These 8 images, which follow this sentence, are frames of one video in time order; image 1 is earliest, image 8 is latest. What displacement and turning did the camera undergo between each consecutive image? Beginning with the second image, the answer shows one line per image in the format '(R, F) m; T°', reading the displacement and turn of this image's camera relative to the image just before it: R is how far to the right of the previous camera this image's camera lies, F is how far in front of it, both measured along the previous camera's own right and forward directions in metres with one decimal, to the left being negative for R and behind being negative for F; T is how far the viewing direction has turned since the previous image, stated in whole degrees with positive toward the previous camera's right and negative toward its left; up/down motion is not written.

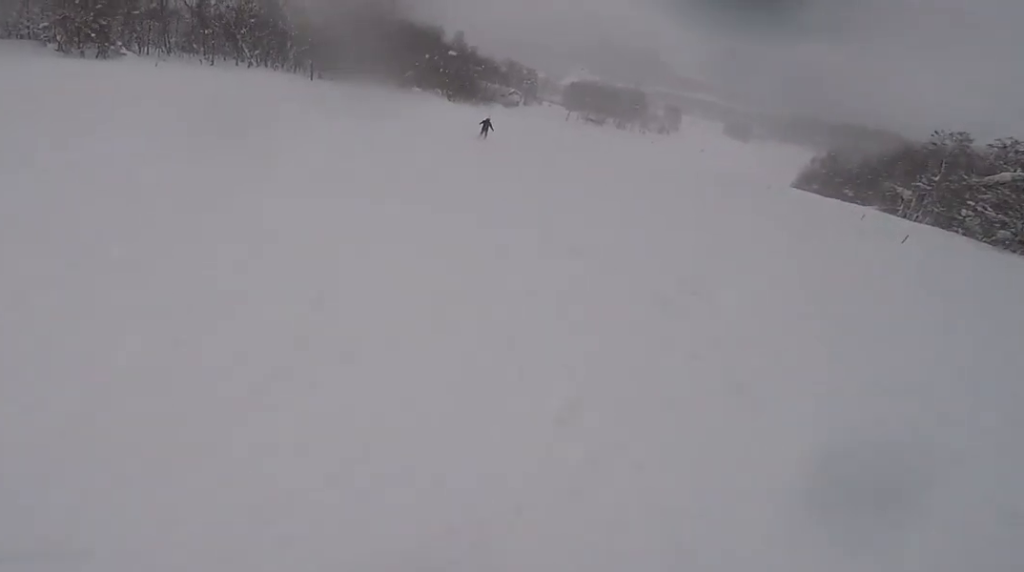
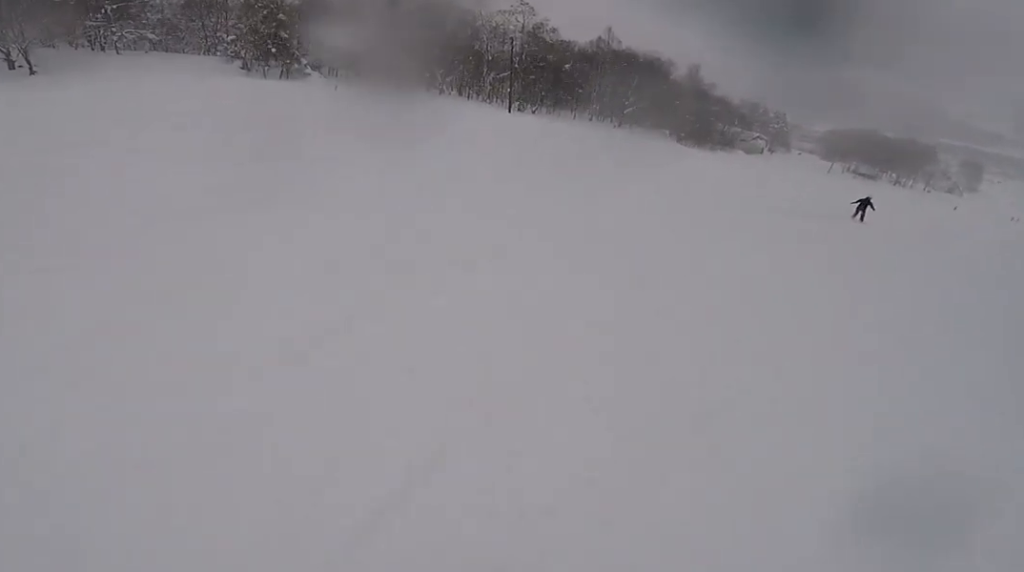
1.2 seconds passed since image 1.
(-2.5, +12.1) m; -16°
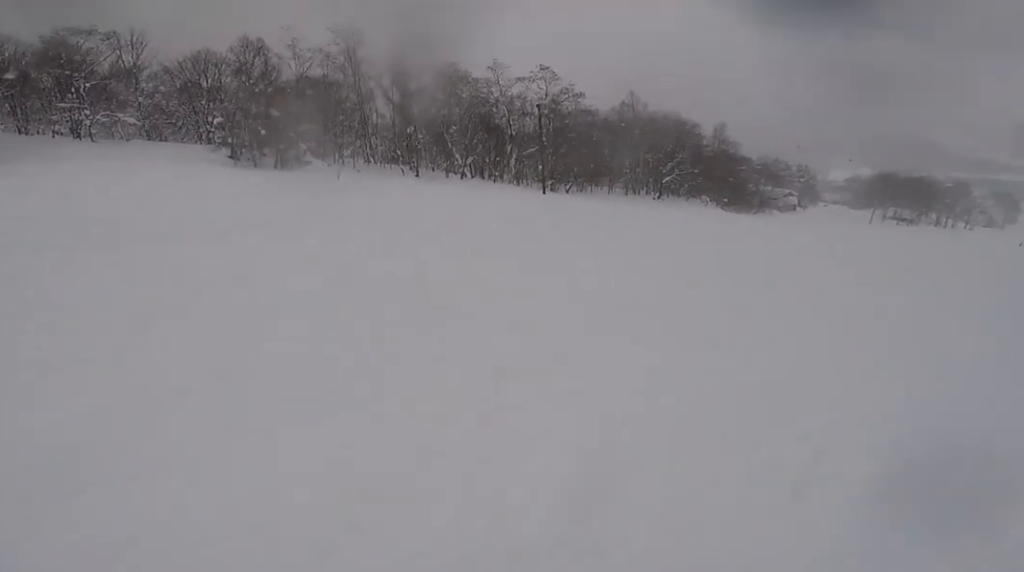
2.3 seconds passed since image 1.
(-0.4, +11.1) m; -2°
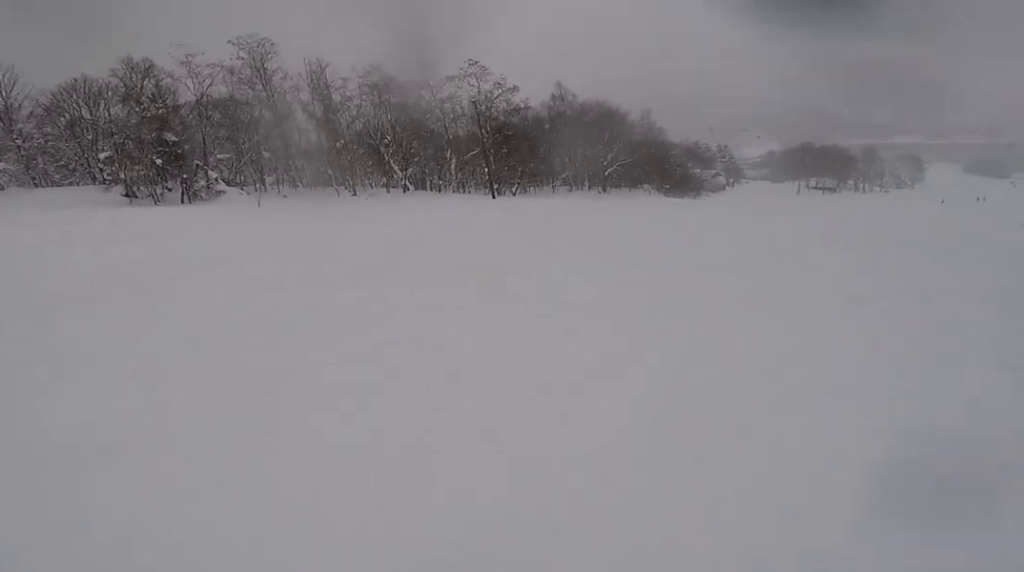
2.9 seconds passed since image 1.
(0.0, +5.8) m; +7°
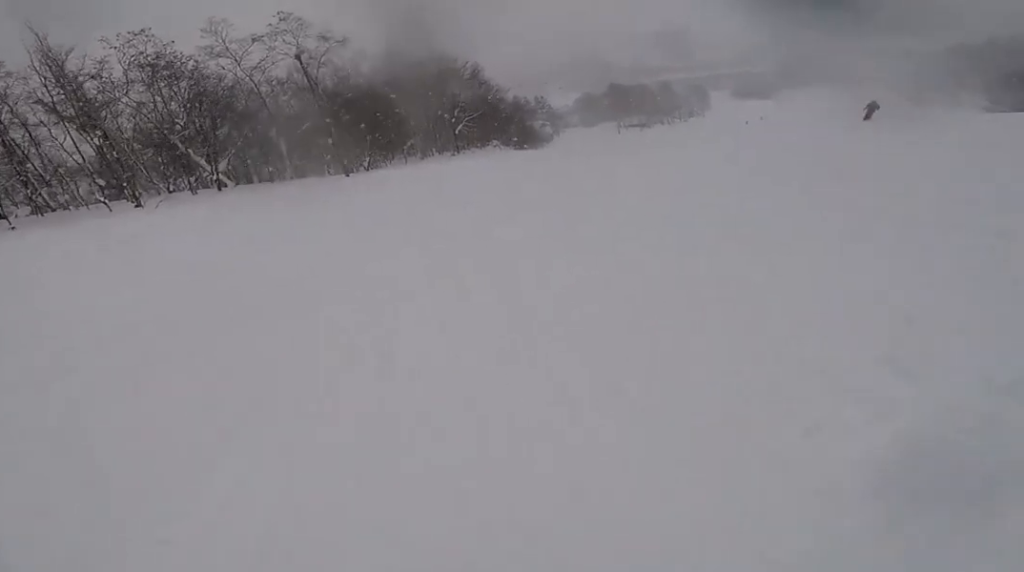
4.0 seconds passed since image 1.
(+1.8, +11.3) m; +27°
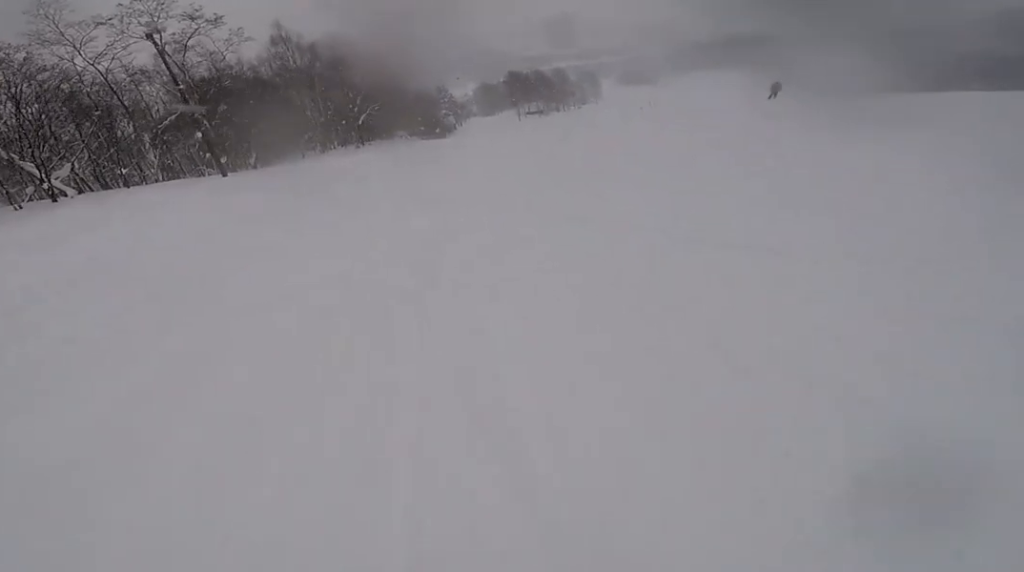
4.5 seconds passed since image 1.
(+0.4, +5.5) m; +16°
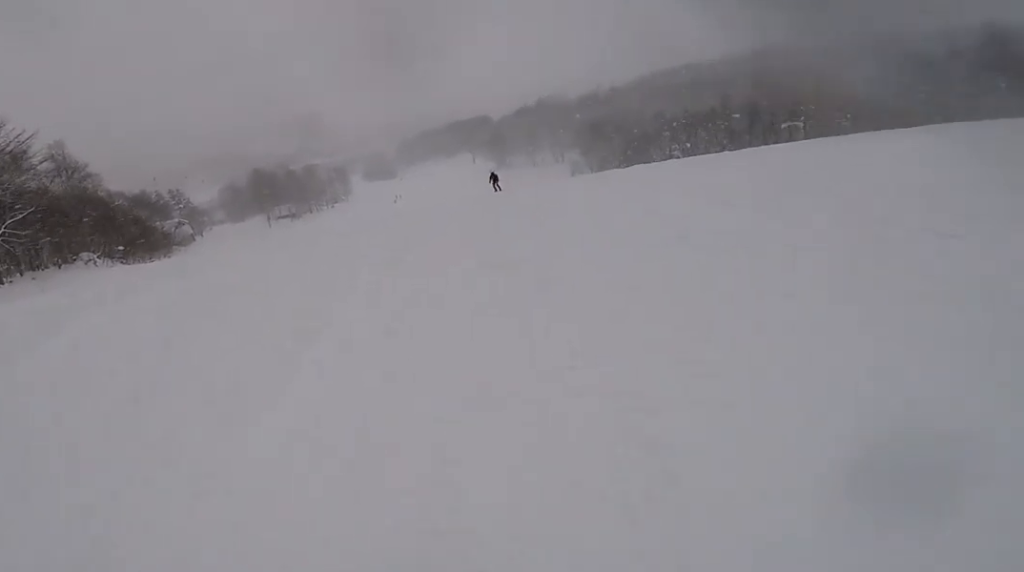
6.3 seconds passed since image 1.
(+4.3, +17.3) m; +19°
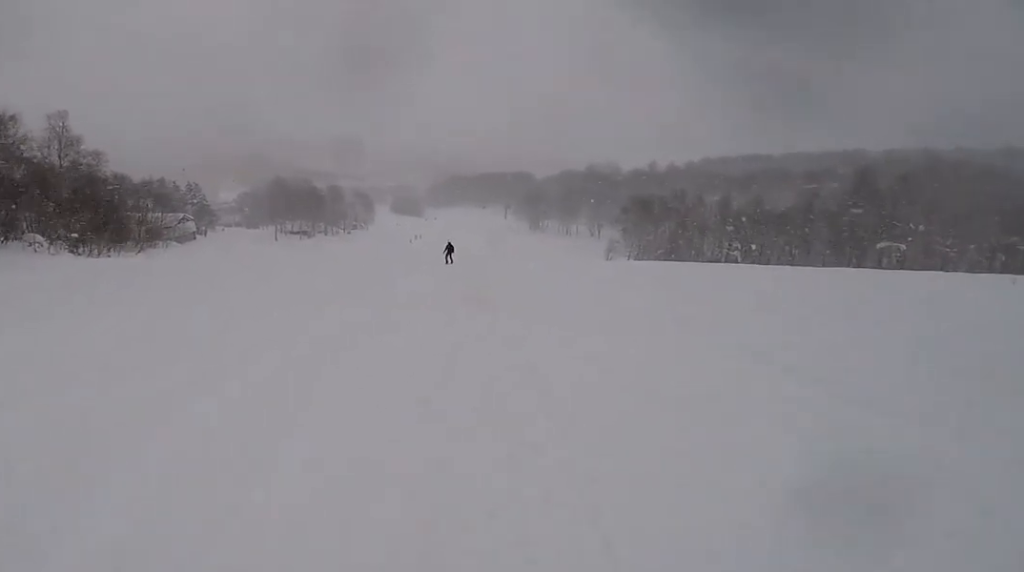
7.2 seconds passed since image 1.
(+0.7, +8.6) m; -2°
